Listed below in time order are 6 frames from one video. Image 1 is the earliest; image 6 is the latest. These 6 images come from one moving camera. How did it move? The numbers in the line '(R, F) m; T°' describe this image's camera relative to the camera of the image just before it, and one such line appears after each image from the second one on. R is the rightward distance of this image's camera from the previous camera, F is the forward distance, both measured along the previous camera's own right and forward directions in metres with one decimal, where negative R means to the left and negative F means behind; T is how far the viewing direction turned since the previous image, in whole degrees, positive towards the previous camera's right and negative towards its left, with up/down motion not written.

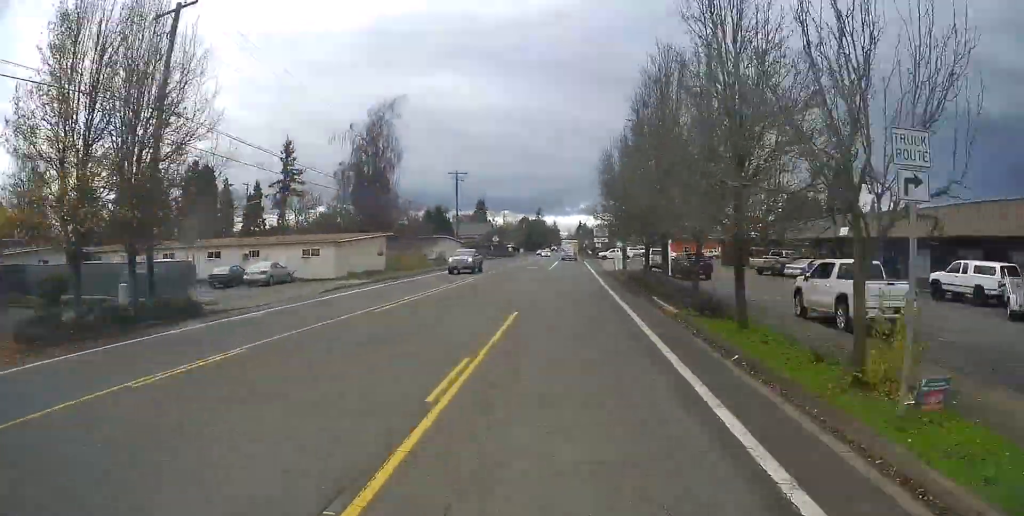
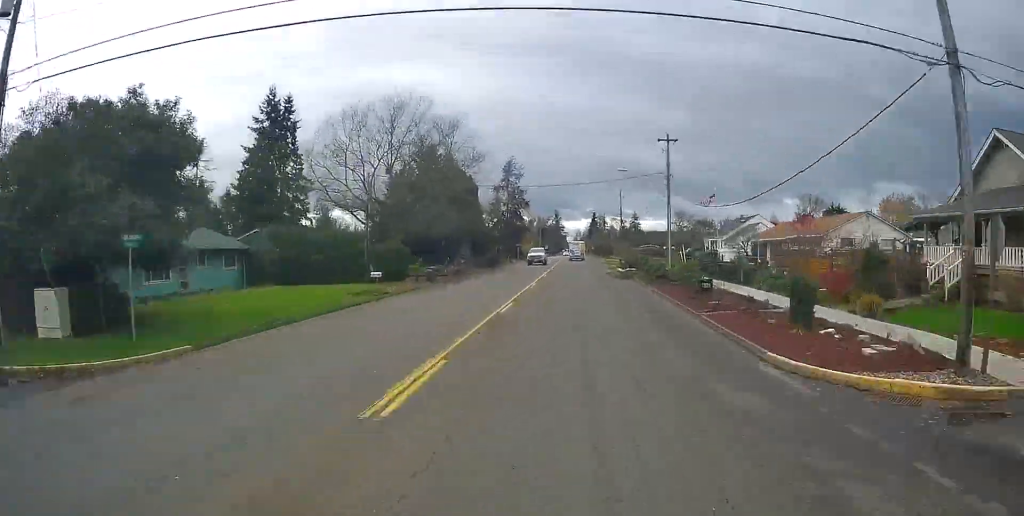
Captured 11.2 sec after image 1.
(-1.6, +180.6) m; -1°
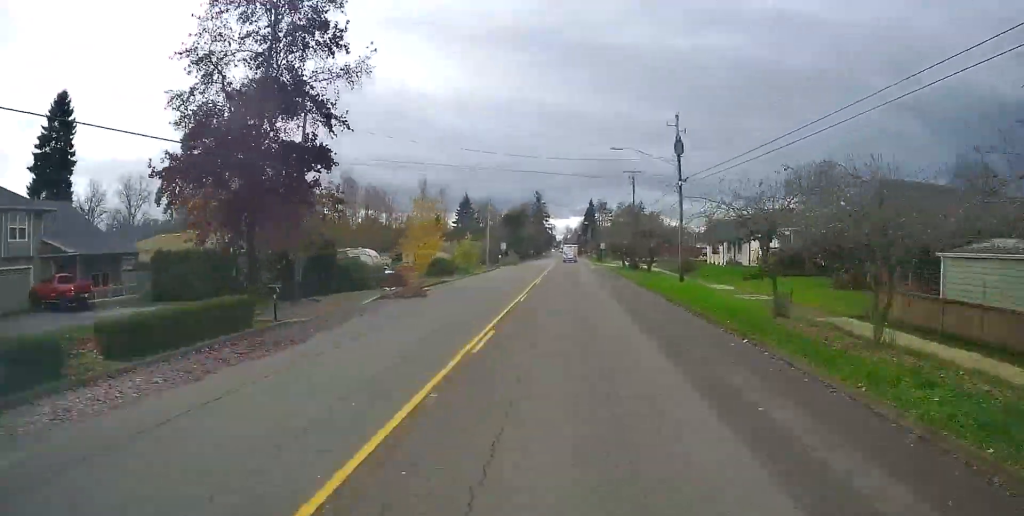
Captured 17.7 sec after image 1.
(+0.8, +103.7) m; +1°
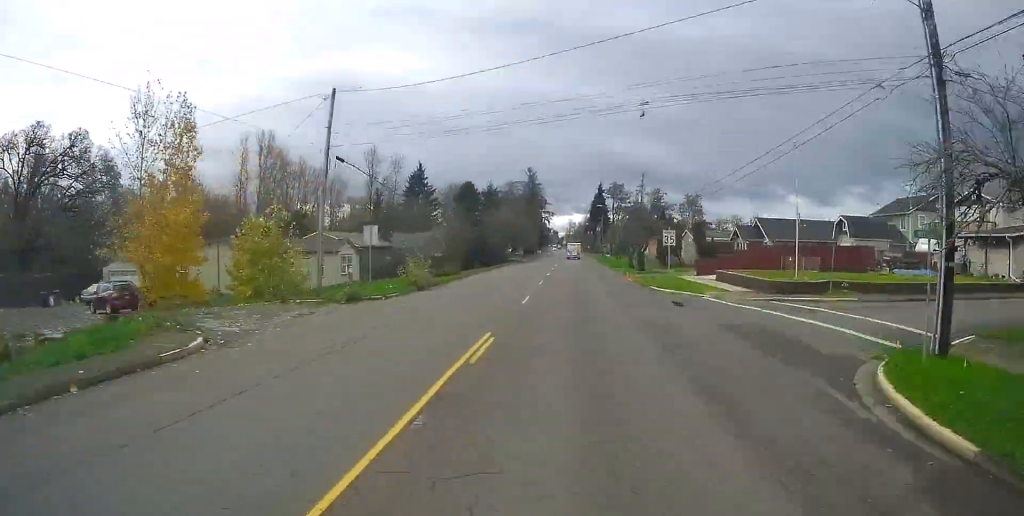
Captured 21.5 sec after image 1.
(+0.6, +58.2) m; 0°
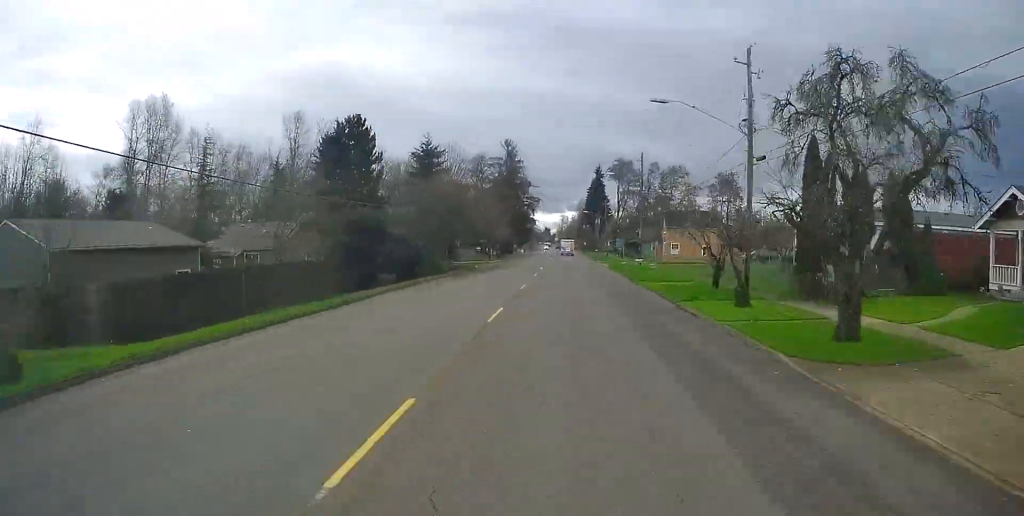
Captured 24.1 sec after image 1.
(-0.4, +40.5) m; 0°
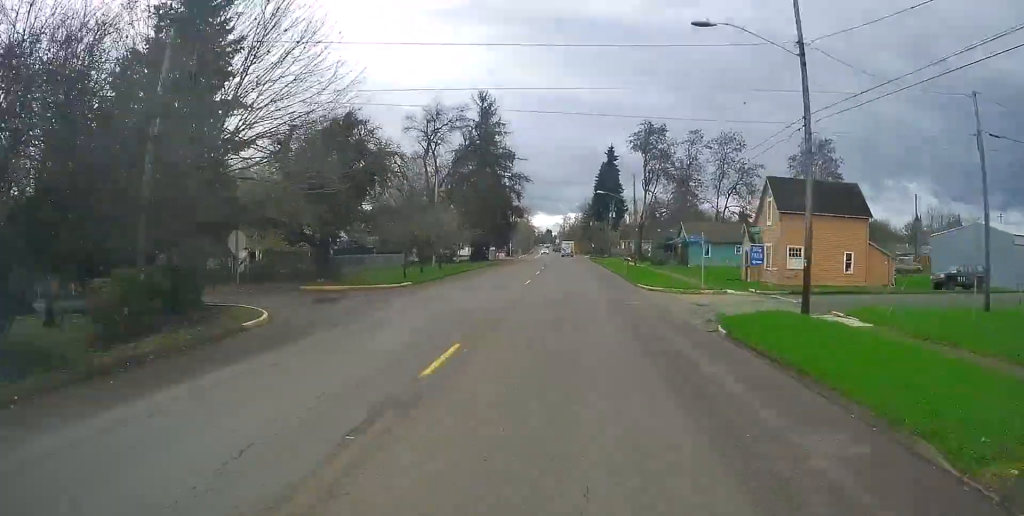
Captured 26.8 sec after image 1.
(-0.1, +39.8) m; 0°
